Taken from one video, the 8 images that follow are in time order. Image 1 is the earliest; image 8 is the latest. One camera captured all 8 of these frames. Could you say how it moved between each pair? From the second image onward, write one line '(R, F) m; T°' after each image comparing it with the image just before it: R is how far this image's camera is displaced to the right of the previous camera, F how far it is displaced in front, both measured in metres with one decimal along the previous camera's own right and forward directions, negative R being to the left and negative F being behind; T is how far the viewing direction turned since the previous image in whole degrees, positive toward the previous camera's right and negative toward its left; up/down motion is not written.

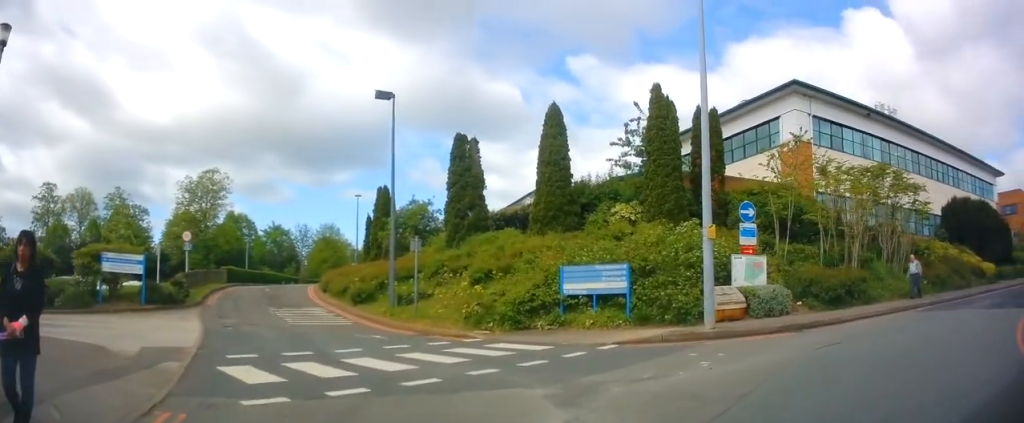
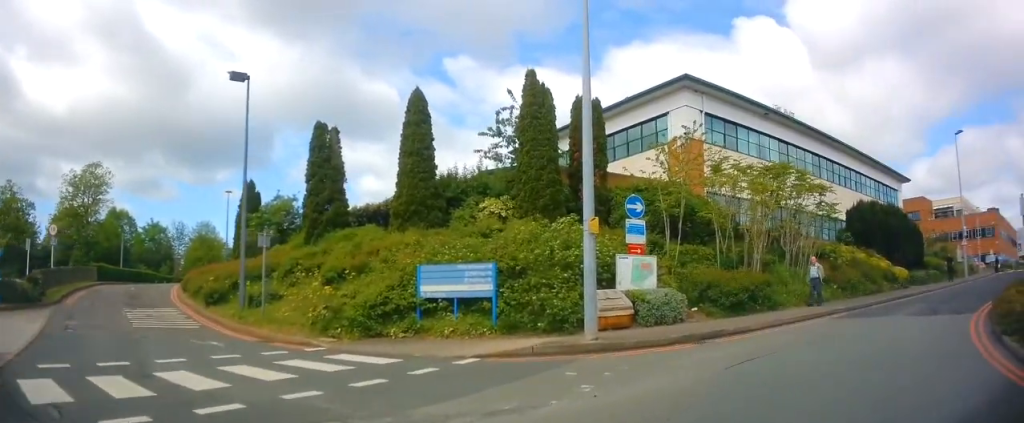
(+0.5, +1.9) m; +28°
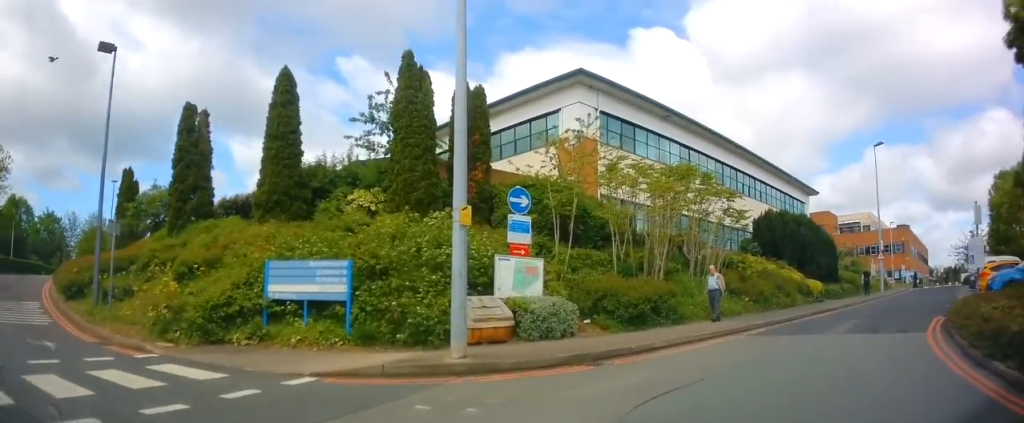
(+0.4, +2.1) m; +11°
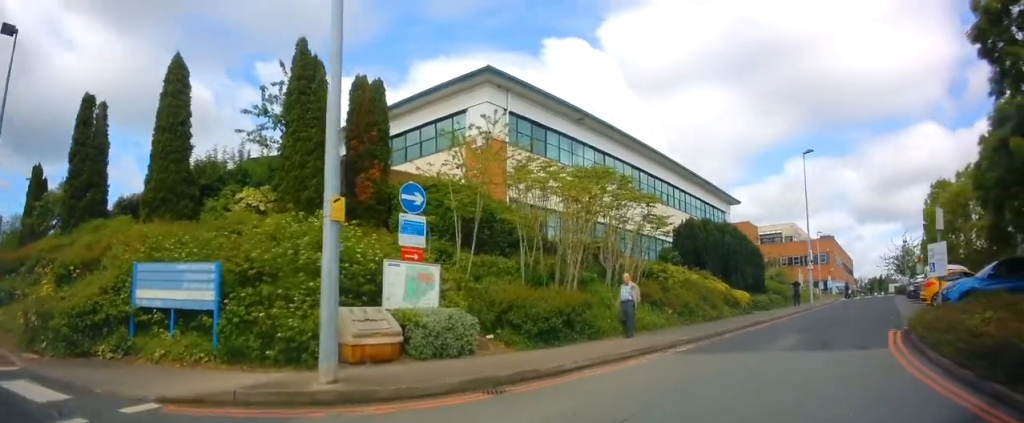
(+0.1, +1.5) m; +6°
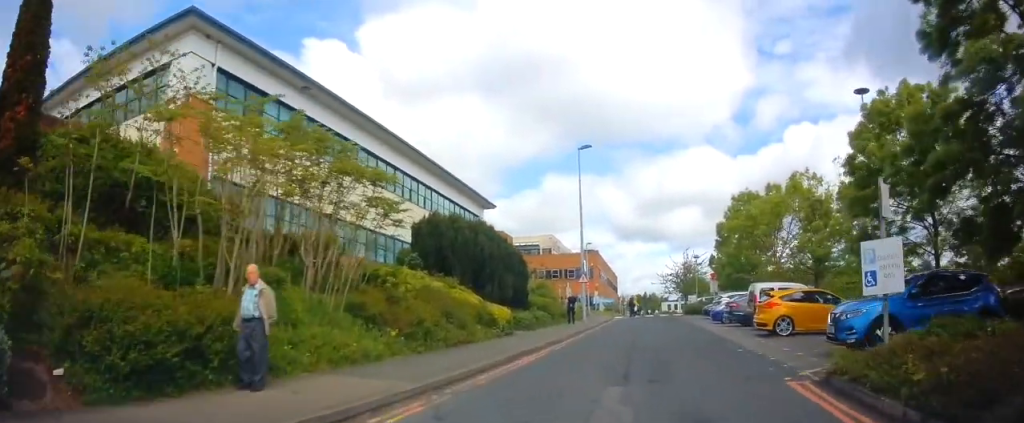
(+0.7, +5.8) m; +15°
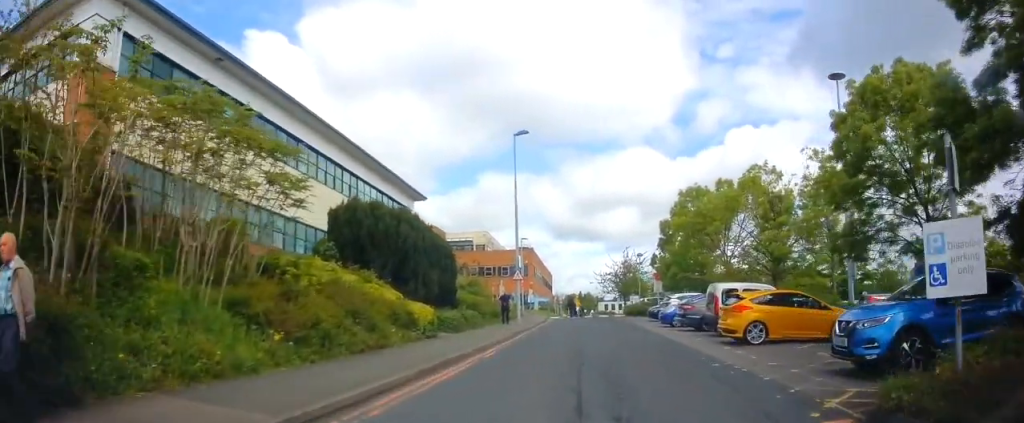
(+0.1, +2.5) m; +6°
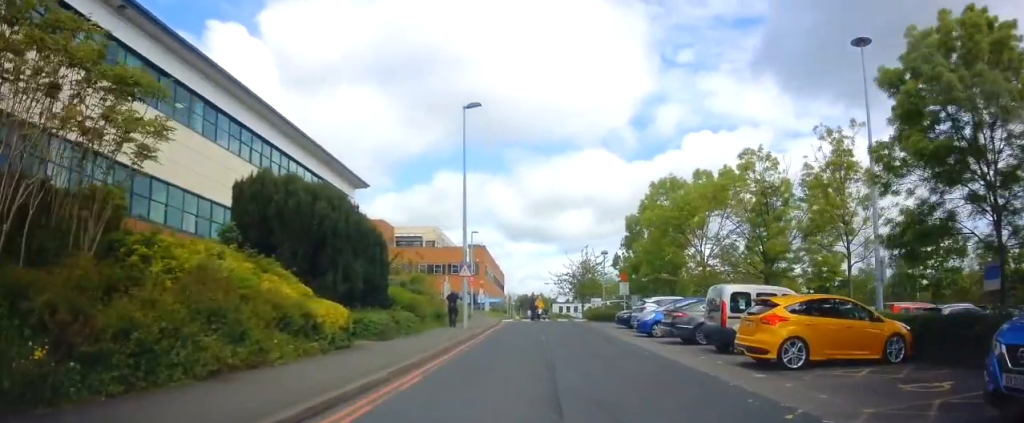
(+0.3, +4.6) m; +4°
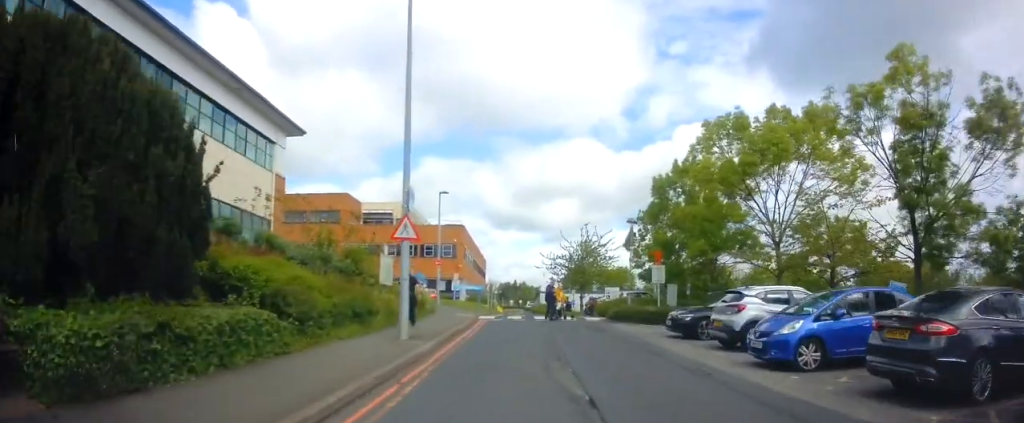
(+0.2, +11.5) m; 0°
